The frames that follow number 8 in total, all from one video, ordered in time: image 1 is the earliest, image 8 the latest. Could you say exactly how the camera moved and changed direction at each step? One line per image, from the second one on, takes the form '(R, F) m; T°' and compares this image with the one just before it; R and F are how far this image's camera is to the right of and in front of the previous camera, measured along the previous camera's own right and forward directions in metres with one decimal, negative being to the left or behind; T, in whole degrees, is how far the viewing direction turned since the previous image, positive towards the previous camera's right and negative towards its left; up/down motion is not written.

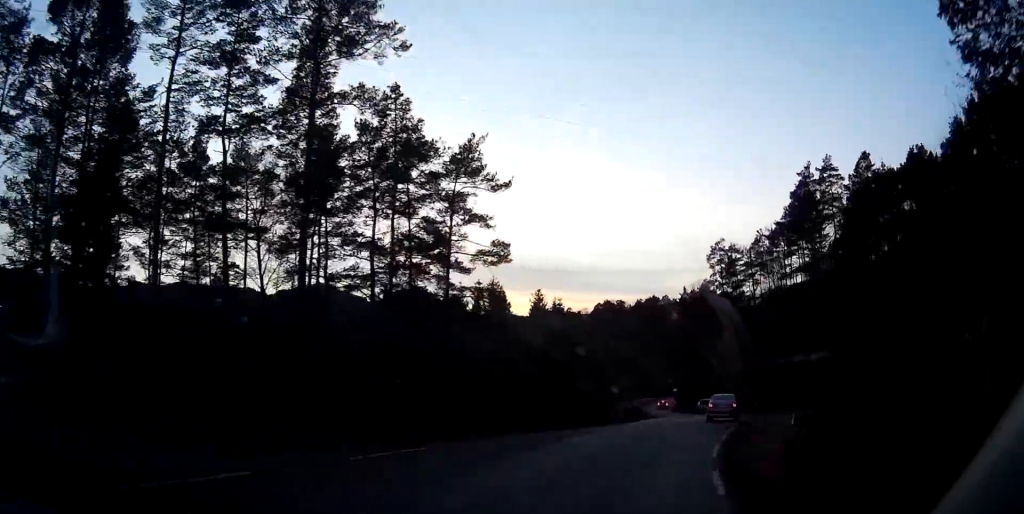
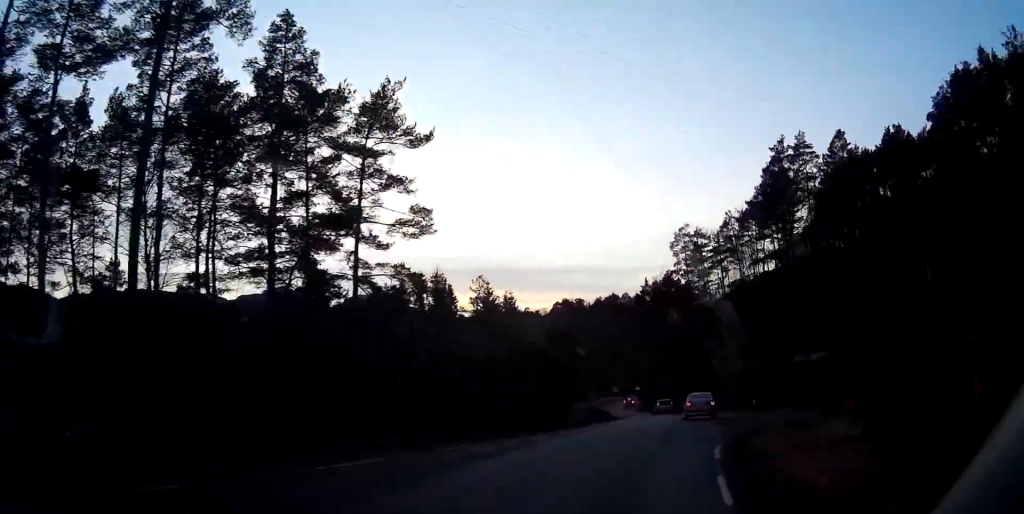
(+0.5, +7.1) m; +3°
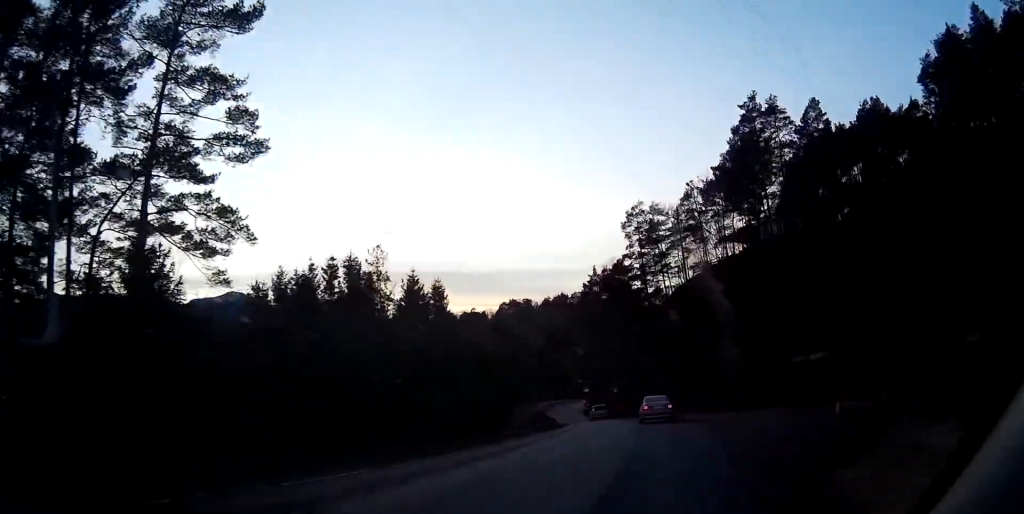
(+0.4, +11.2) m; +3°
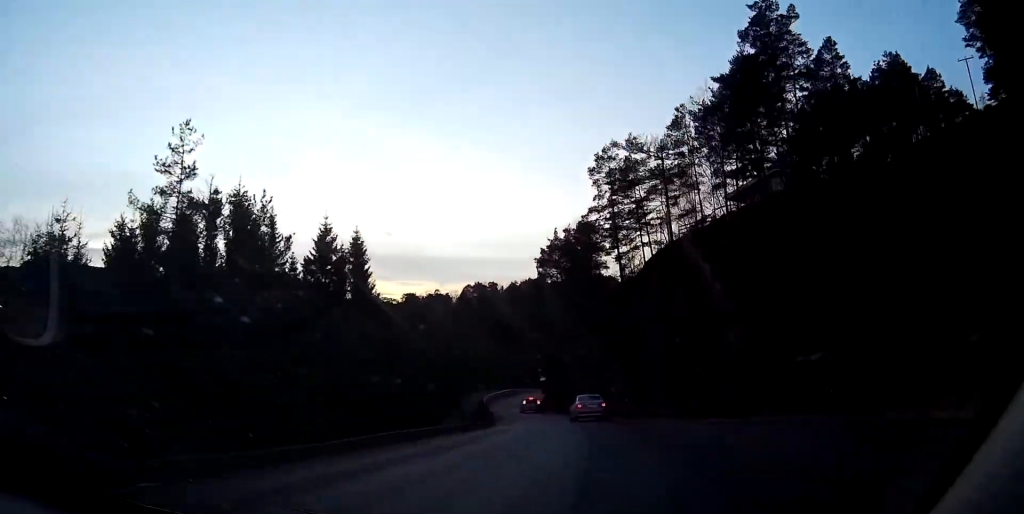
(+0.4, +16.4) m; +1°
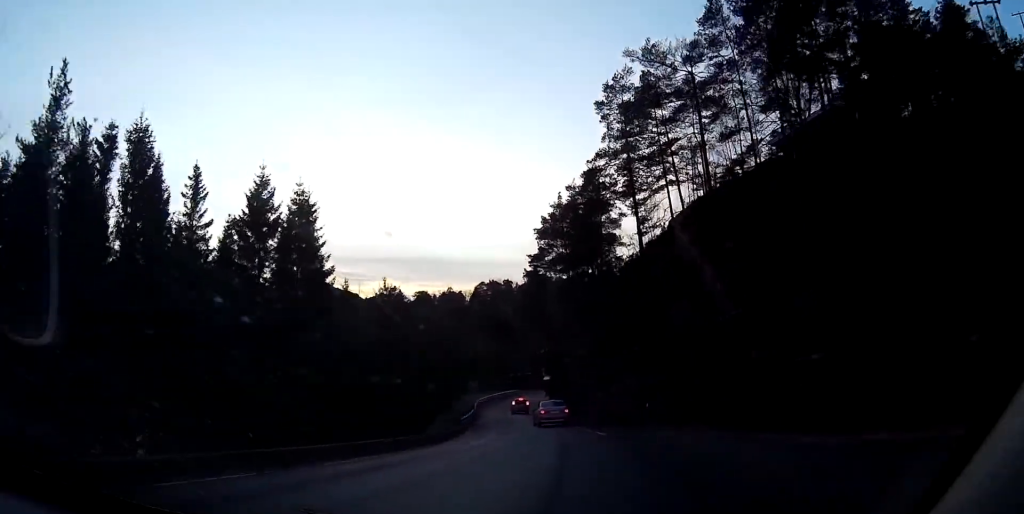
(0.0, +14.5) m; -1°
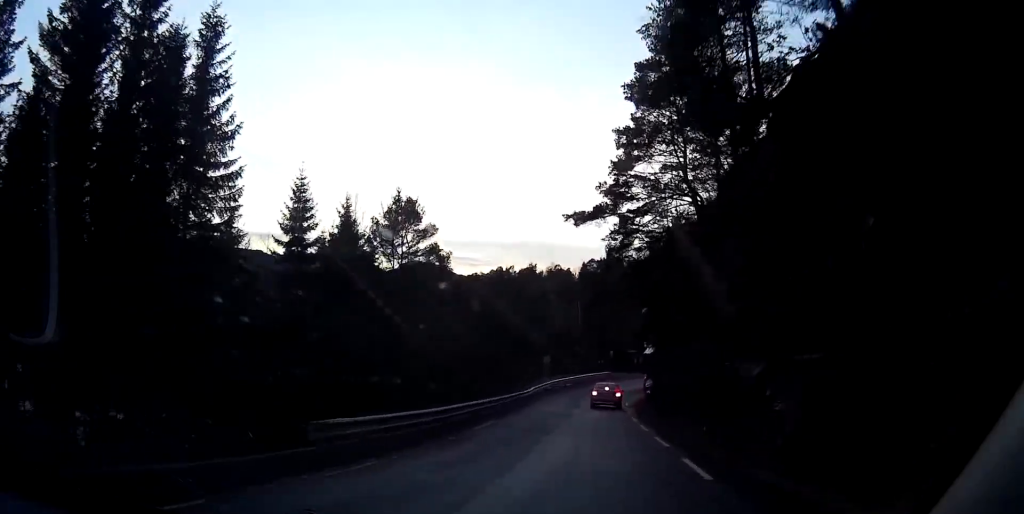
(-0.8, +27.5) m; -2°
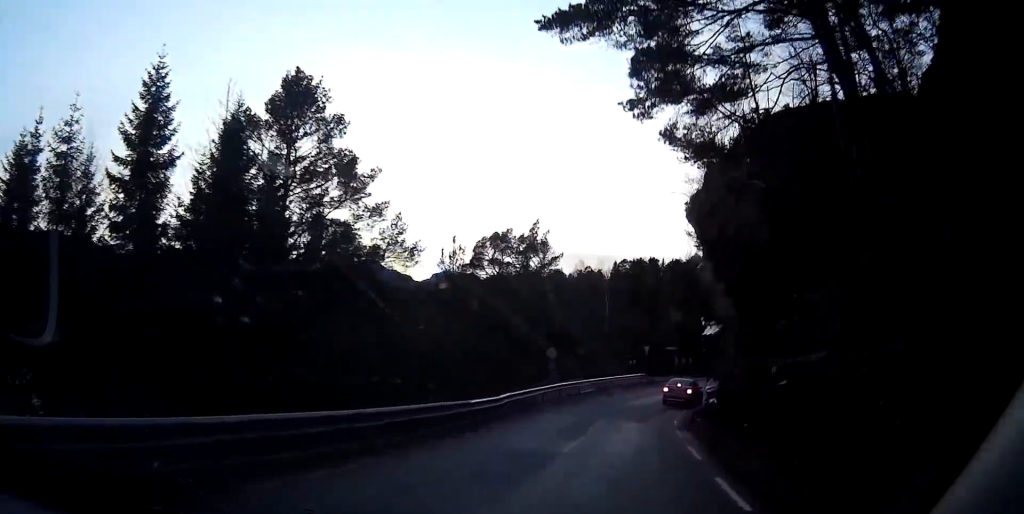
(-0.1, +19.7) m; -2°
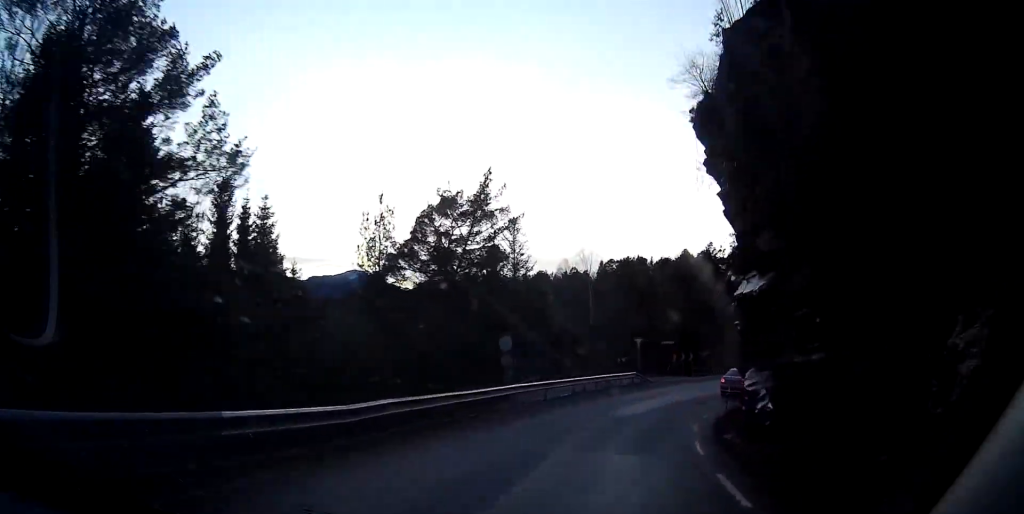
(-0.4, +11.7) m; -1°
